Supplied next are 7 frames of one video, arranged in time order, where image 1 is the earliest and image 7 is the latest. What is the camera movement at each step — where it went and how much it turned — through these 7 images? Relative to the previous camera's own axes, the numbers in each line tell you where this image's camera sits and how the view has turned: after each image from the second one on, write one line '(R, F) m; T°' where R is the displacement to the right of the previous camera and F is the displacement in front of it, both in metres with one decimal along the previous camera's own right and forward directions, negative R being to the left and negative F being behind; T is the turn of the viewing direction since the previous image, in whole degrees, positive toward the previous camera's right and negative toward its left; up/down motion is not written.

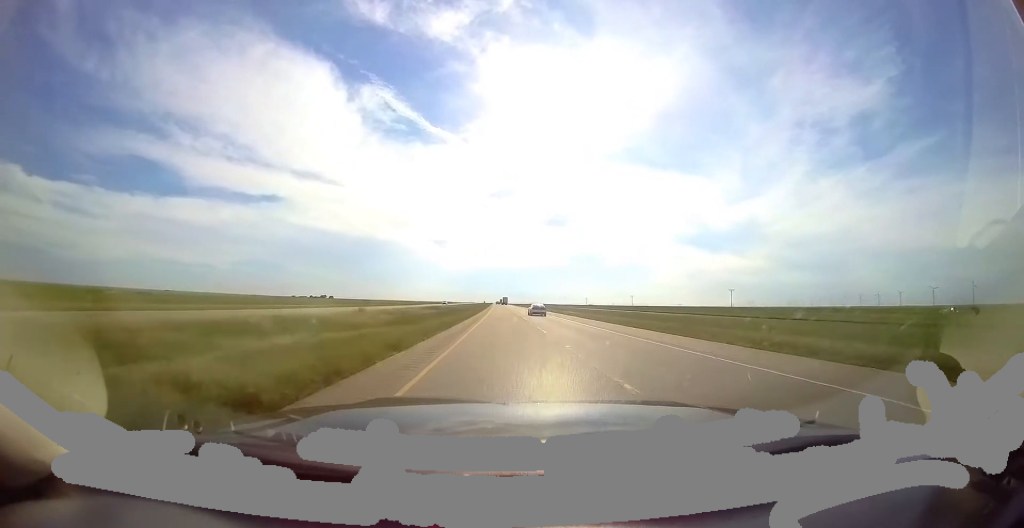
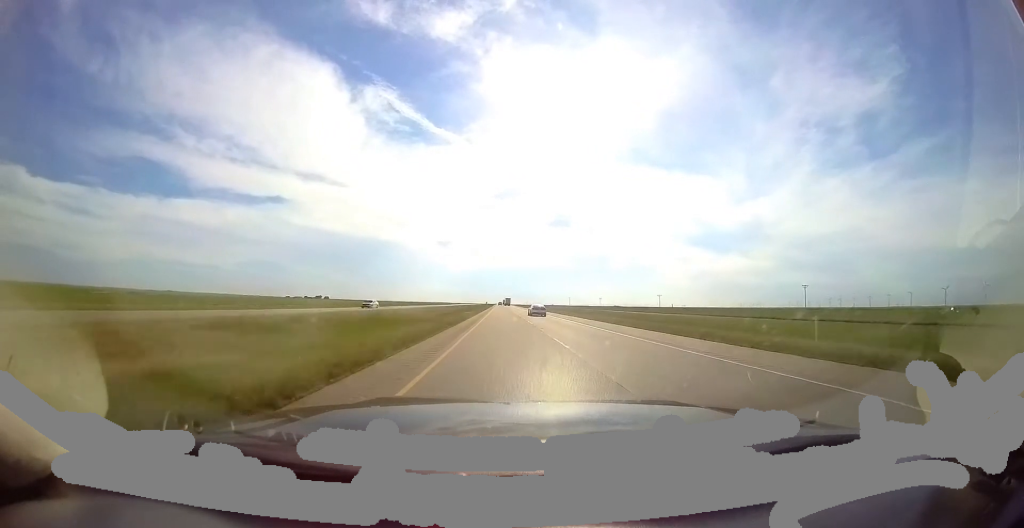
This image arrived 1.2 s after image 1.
(-0.7, +42.1) m; -1°
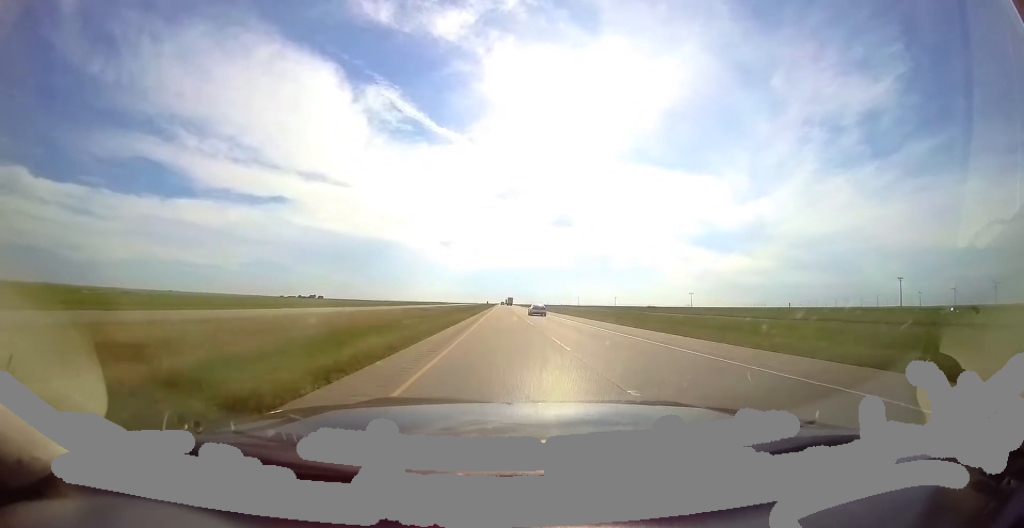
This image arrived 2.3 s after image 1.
(-0.6, +37.4) m; -1°
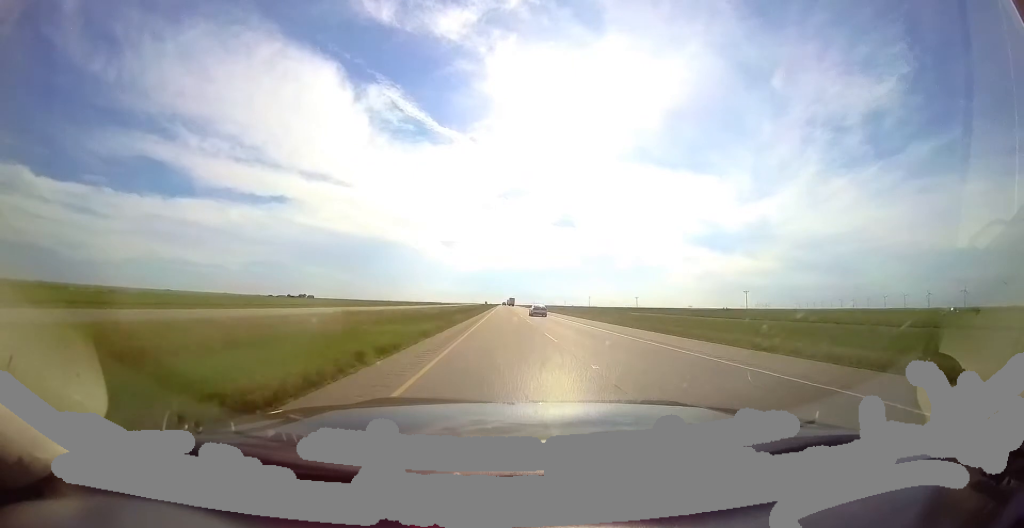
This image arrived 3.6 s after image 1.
(+0.3, +46.7) m; 0°
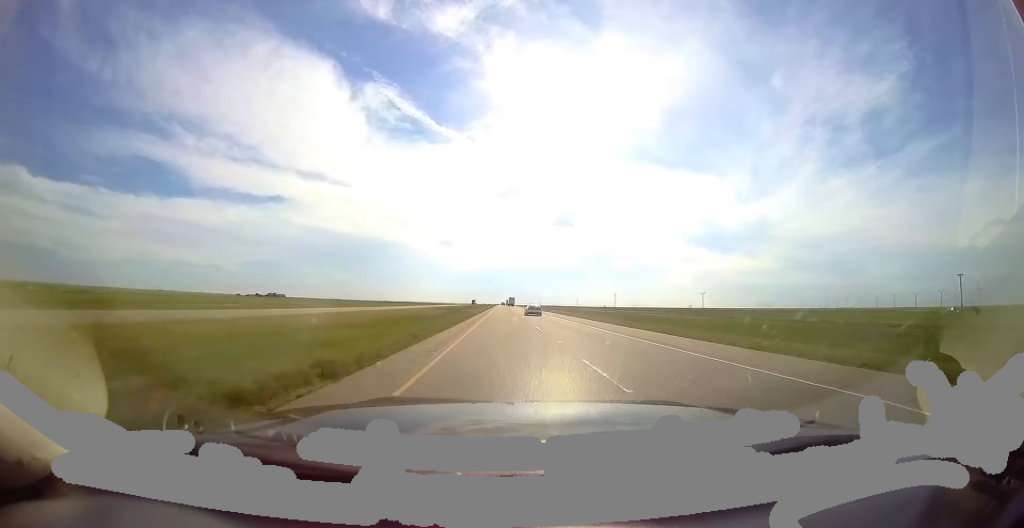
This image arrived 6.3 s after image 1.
(+0.2, +93.0) m; 0°
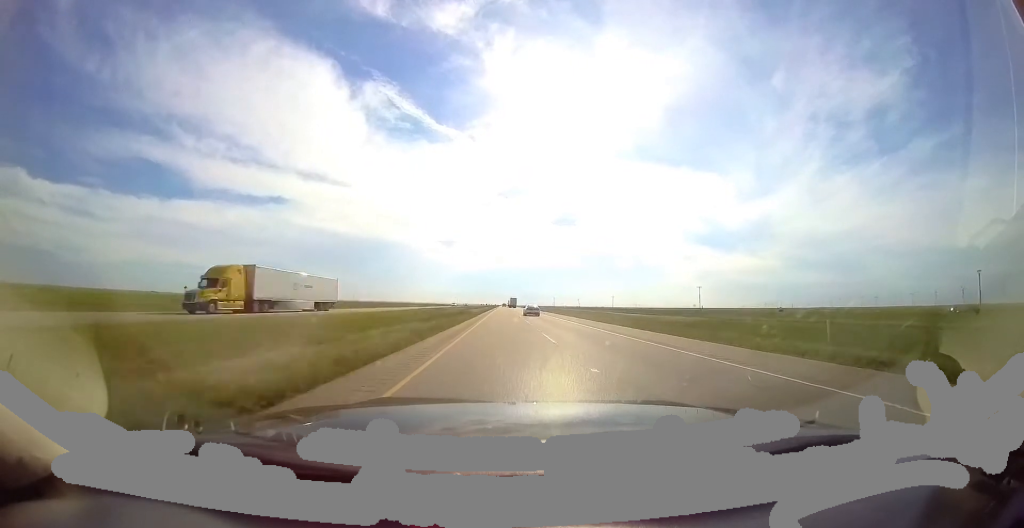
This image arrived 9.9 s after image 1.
(-0.1, +127.2) m; 0°
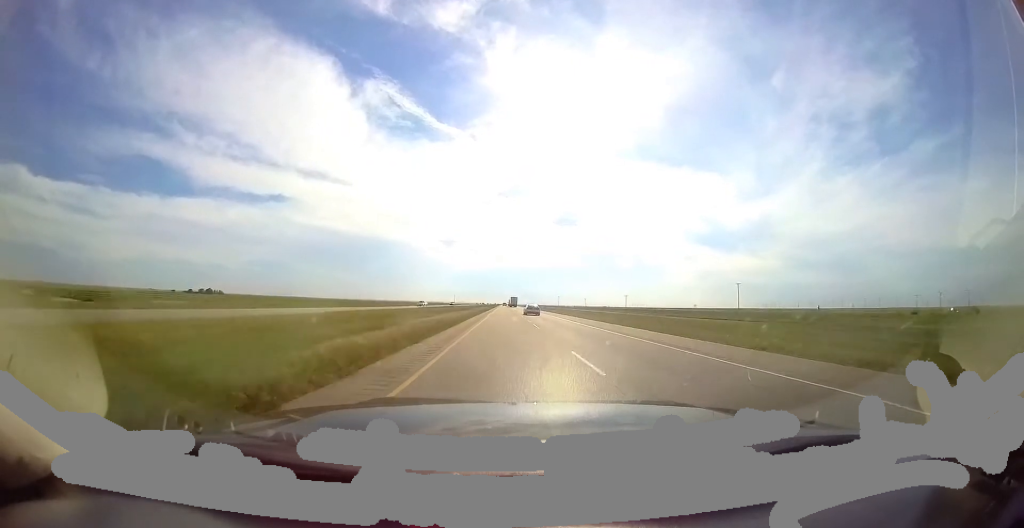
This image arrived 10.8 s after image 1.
(0.0, +30.0) m; 0°
